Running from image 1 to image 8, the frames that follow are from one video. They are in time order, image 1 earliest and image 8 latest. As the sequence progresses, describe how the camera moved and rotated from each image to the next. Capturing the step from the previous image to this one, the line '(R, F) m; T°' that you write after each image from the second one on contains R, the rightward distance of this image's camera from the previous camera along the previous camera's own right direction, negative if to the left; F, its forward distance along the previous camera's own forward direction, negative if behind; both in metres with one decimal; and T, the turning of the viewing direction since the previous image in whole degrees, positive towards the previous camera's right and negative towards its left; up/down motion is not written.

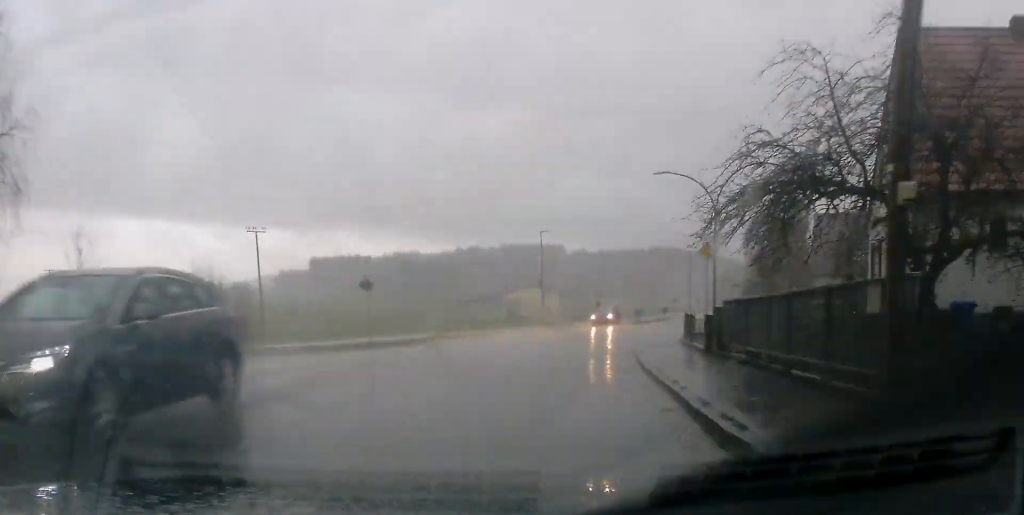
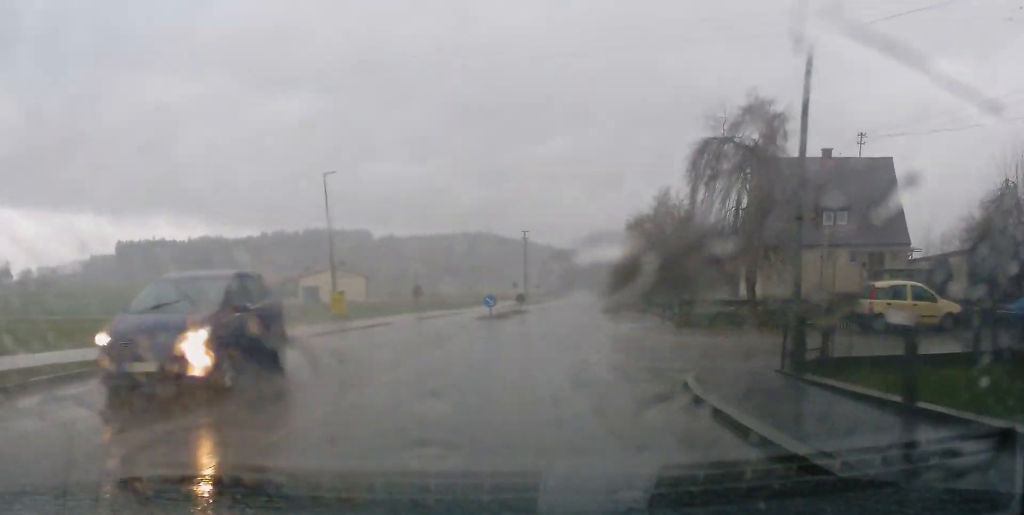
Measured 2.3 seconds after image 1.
(+2.5, +24.6) m; +10°
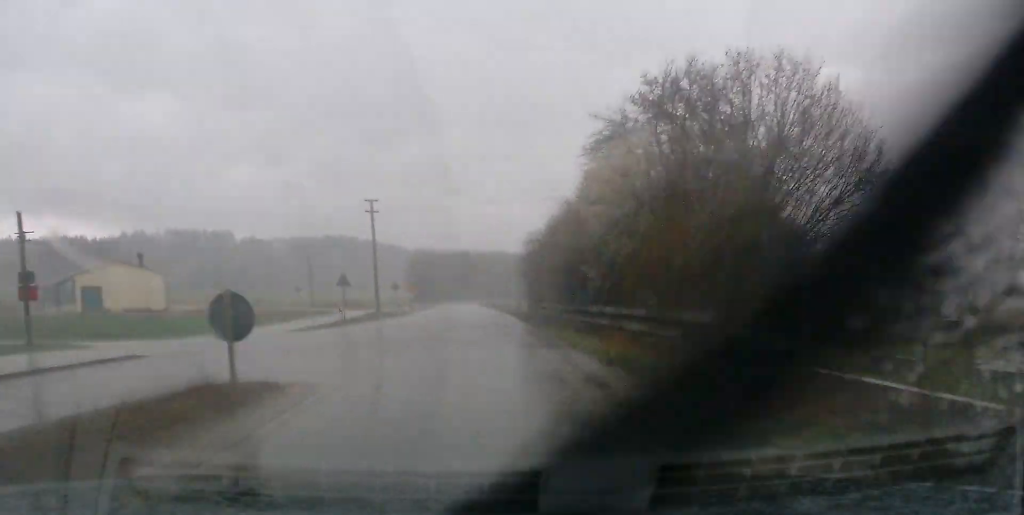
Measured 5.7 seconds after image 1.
(+3.3, +41.2) m; +6°
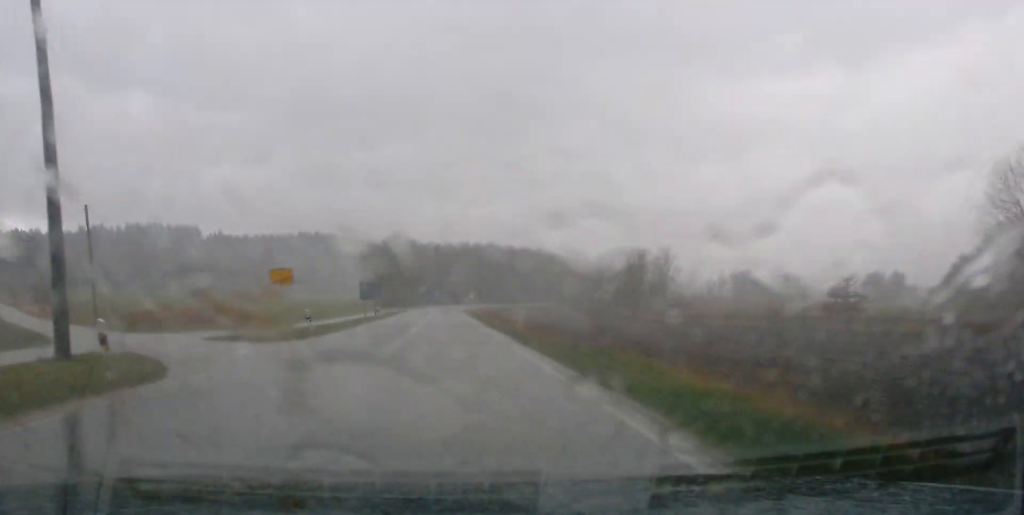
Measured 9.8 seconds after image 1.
(+0.6, +55.9) m; 0°
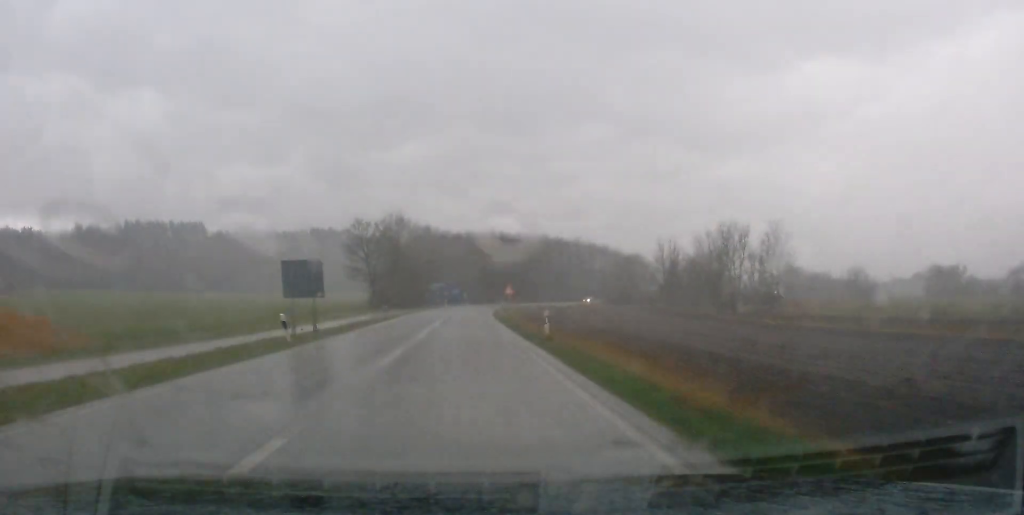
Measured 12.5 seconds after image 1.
(-0.3, +41.7) m; 0°
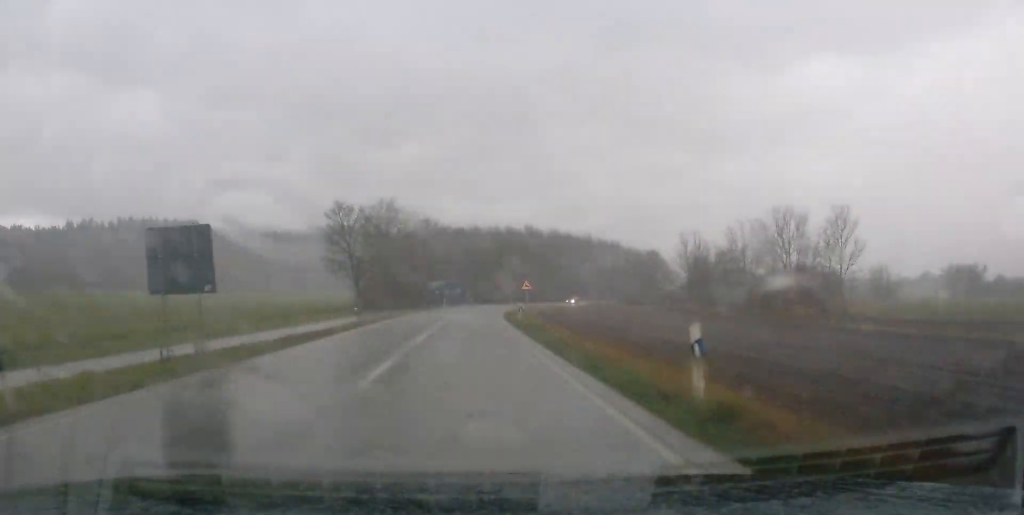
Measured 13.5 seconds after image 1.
(0.0, +16.4) m; +1°
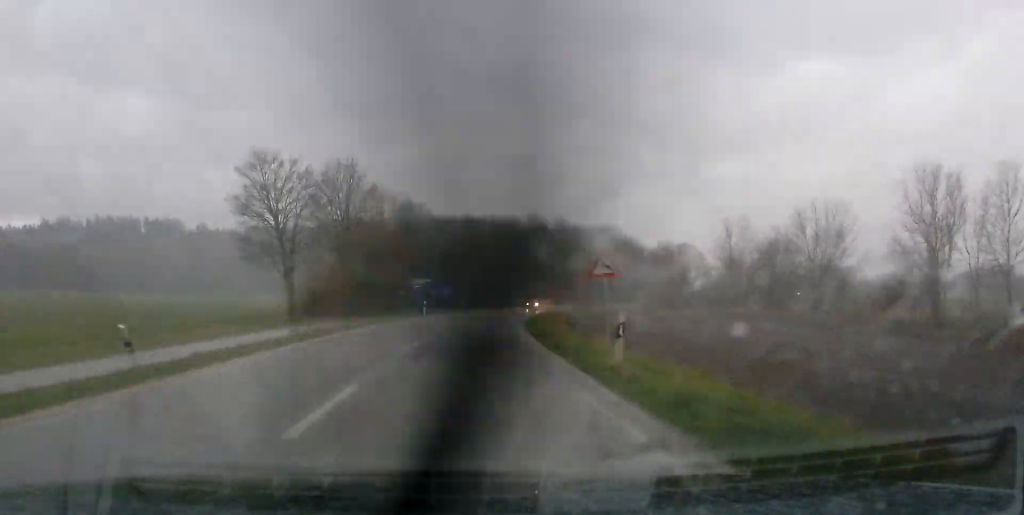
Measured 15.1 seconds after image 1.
(+0.2, +27.0) m; +1°
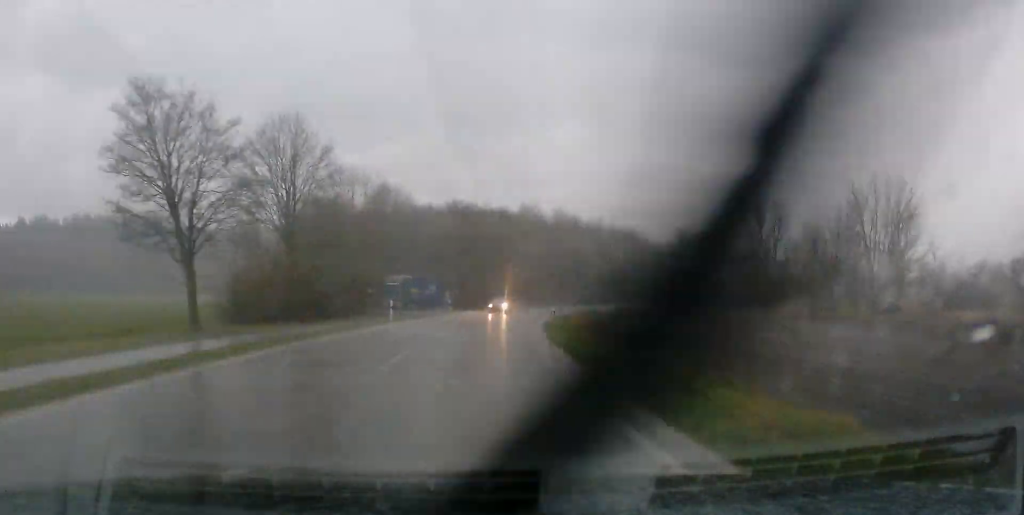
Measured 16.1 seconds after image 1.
(0.0, +17.0) m; +1°
